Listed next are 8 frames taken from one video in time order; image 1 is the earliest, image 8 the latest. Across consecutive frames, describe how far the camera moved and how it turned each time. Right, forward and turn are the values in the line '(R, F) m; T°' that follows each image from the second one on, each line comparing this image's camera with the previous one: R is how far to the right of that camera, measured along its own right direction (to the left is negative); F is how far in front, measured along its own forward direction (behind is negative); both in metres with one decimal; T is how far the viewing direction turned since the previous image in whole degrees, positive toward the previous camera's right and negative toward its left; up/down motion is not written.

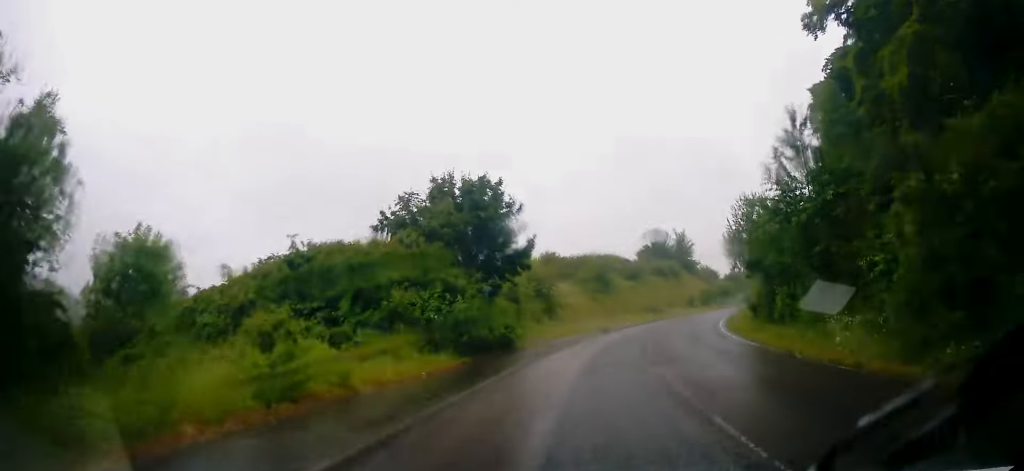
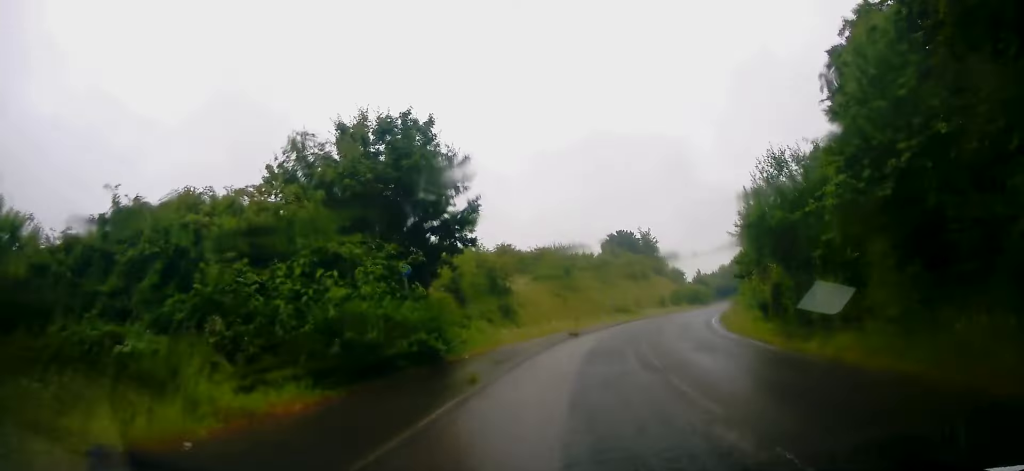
(+0.1, +8.4) m; +4°
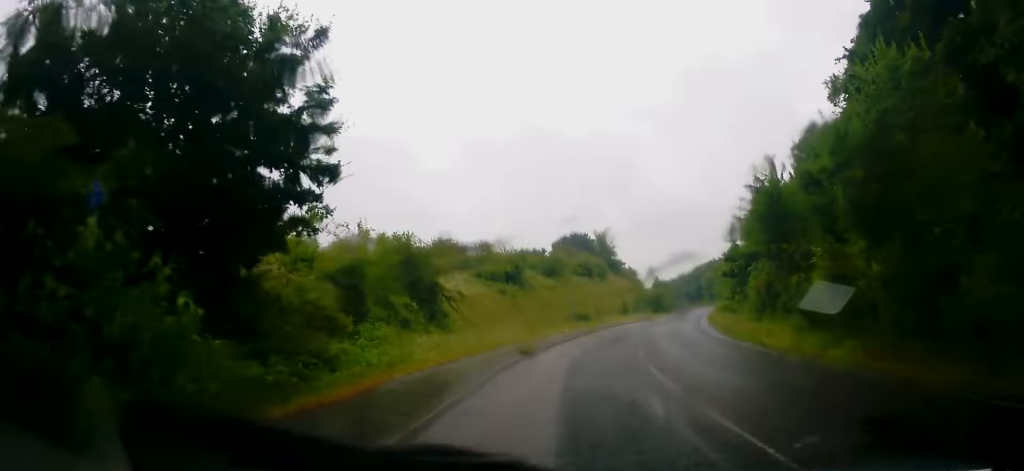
(+0.7, +10.3) m; +7°
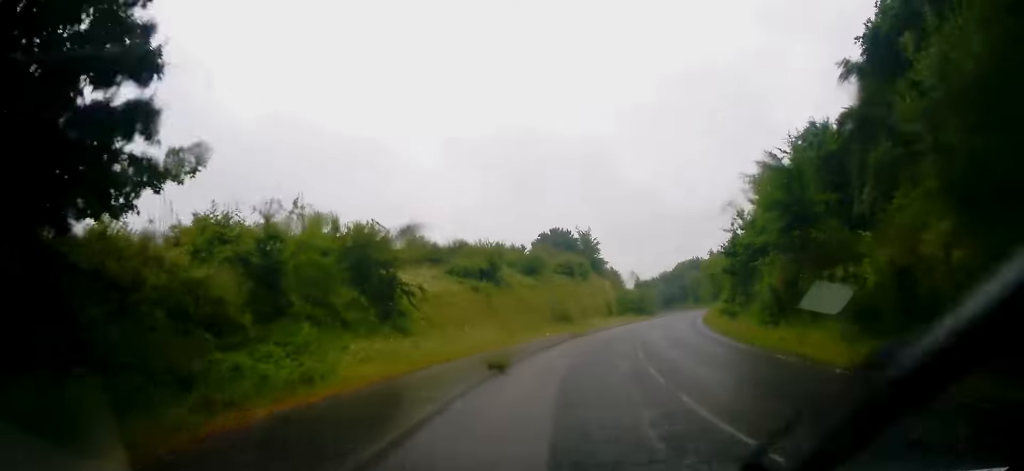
(+0.2, +4.9) m; +2°
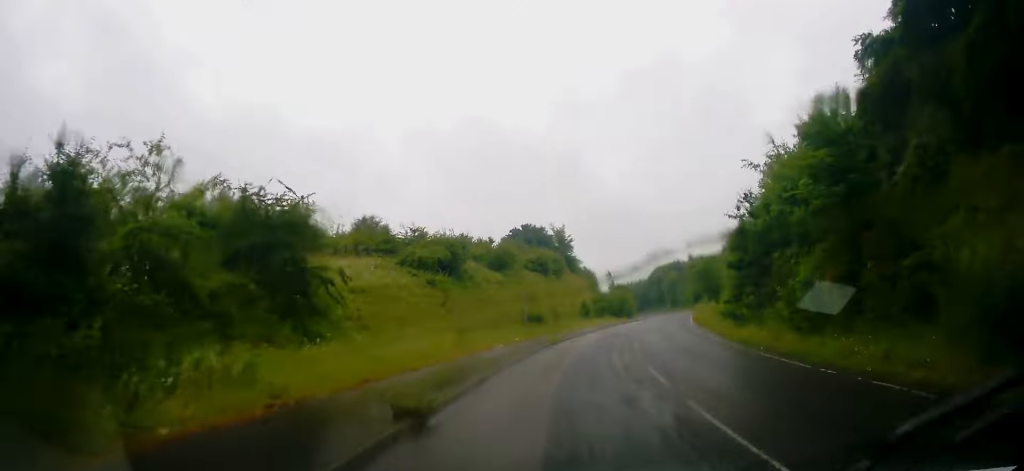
(+0.2, +6.7) m; +3°
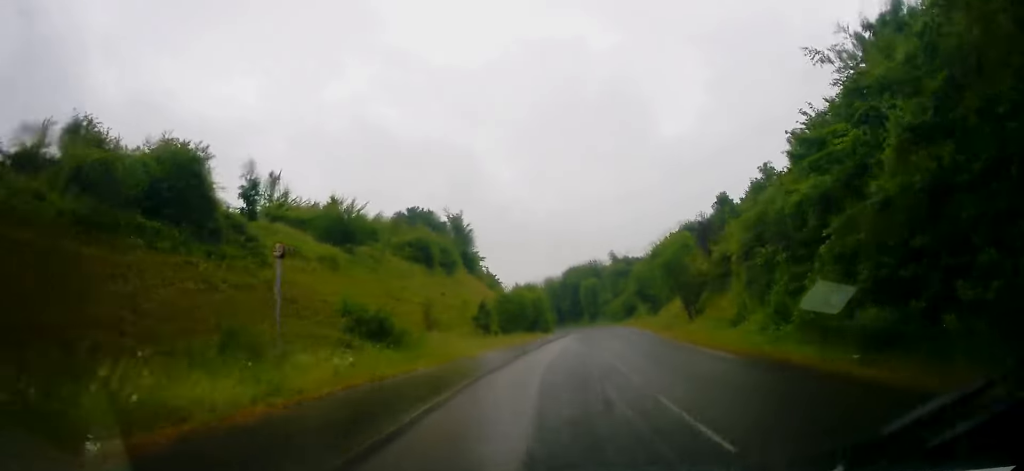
(+1.7, +23.6) m; +8°
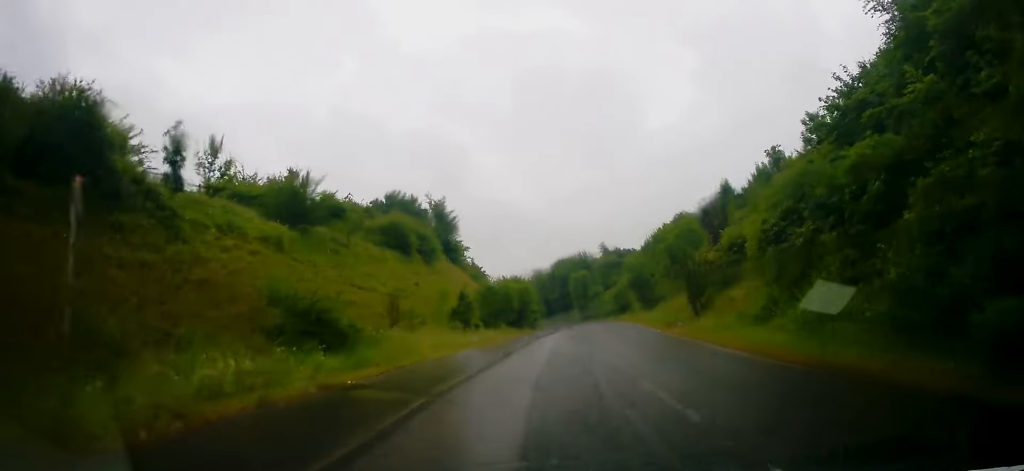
(+0.1, +5.0) m; +1°
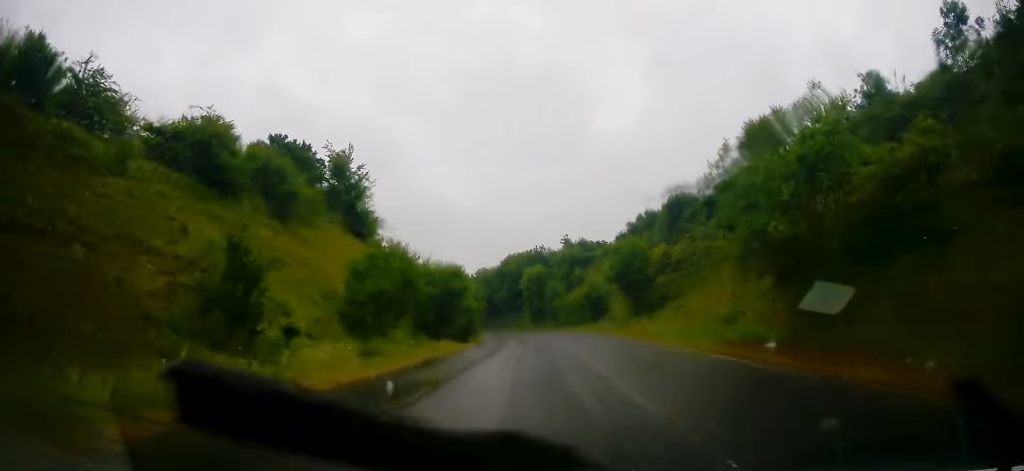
(+0.8, +24.7) m; +4°
